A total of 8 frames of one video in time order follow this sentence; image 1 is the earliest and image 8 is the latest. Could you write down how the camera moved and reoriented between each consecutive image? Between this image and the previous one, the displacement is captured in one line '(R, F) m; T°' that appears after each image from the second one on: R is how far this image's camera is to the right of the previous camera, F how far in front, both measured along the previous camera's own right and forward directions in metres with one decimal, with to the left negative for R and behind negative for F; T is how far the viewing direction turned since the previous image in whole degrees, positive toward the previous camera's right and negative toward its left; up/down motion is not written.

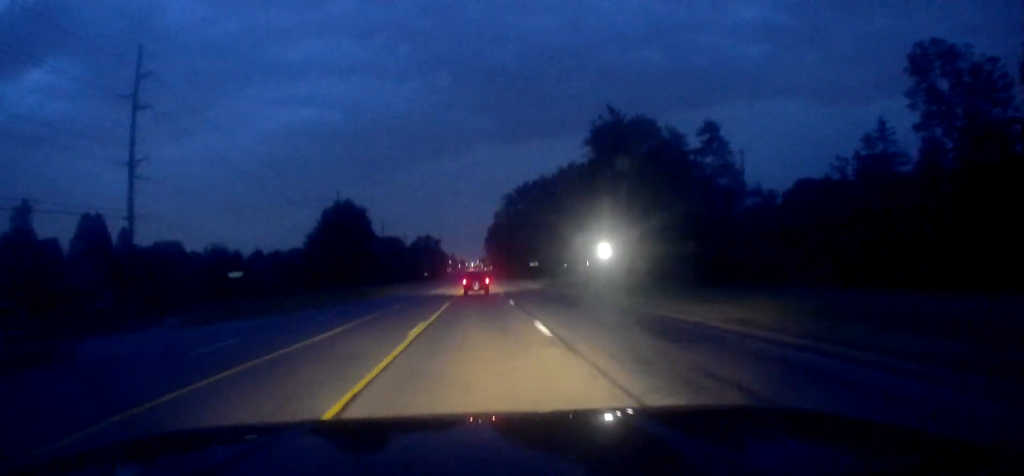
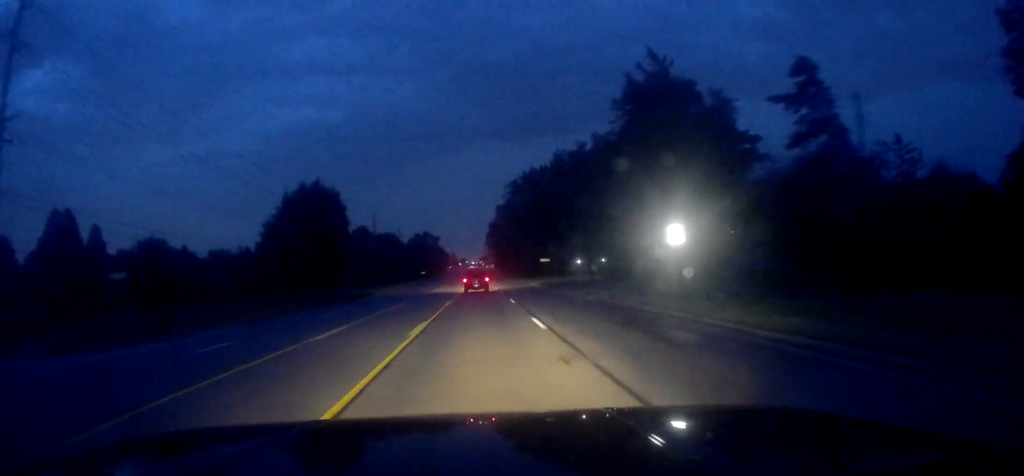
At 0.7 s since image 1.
(+0.1, +14.9) m; -2°
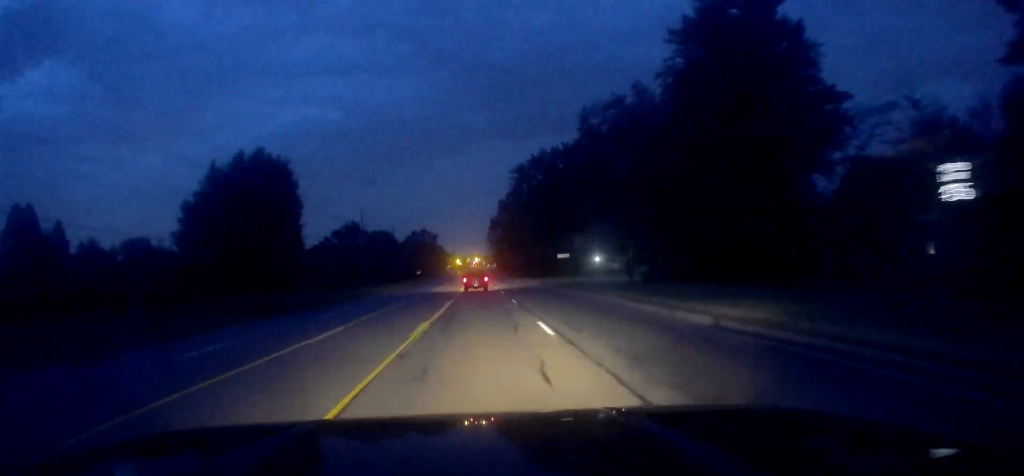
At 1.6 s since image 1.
(-0.7, +16.9) m; 0°
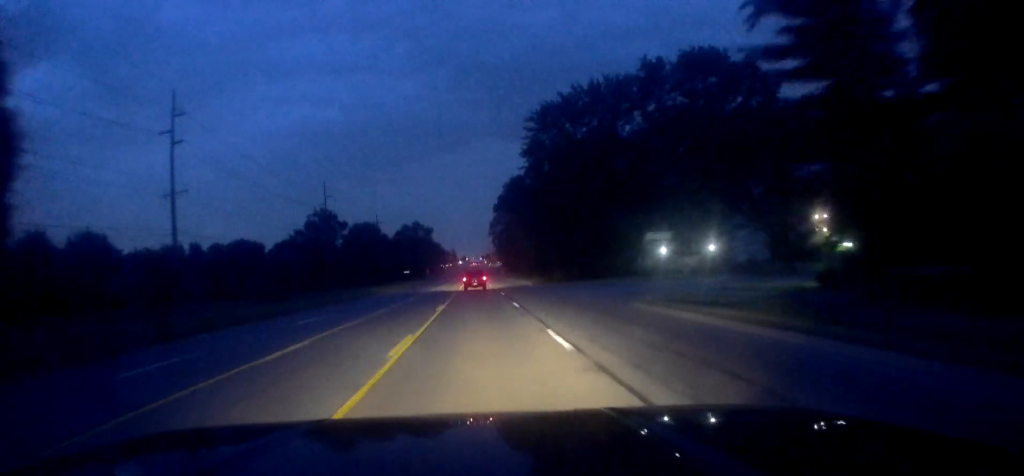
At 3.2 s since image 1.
(+1.0, +32.9) m; +1°
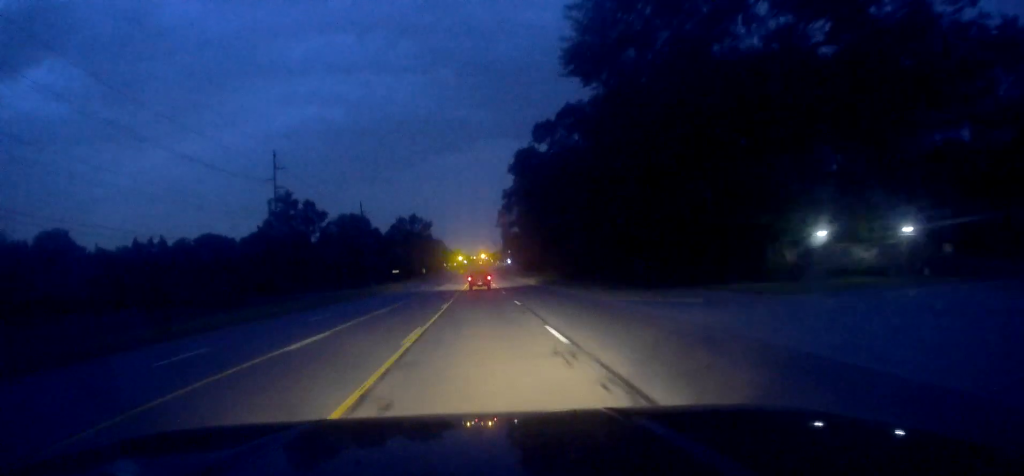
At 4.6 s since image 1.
(-0.8, +27.9) m; -1°
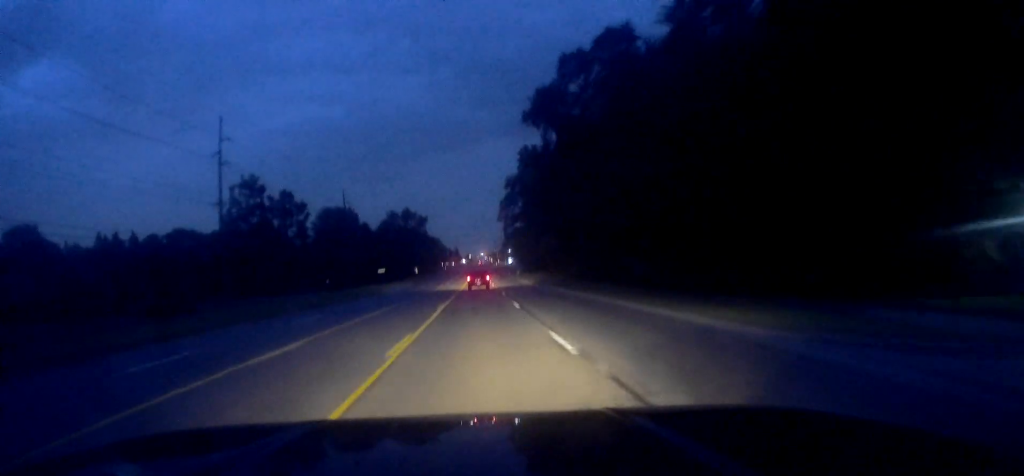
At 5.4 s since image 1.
(+0.3, +16.9) m; +1°
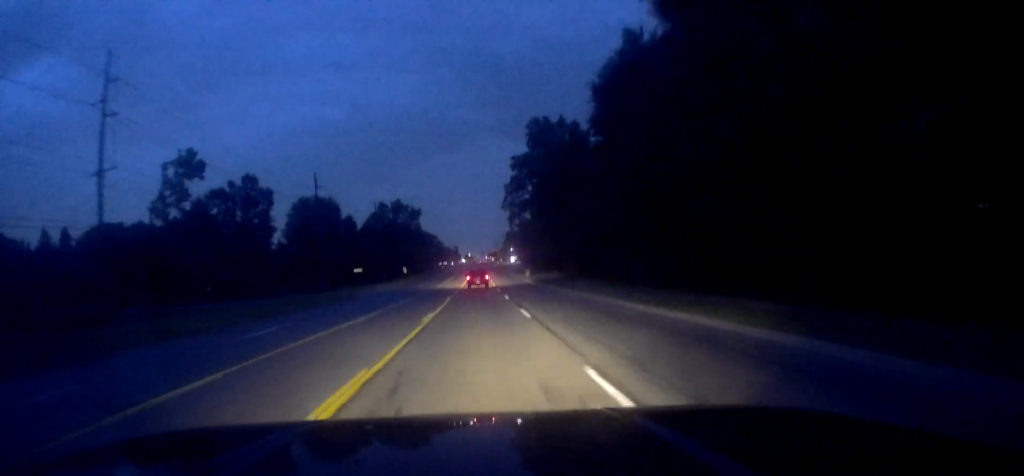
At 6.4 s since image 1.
(+0.1, +21.4) m; 0°
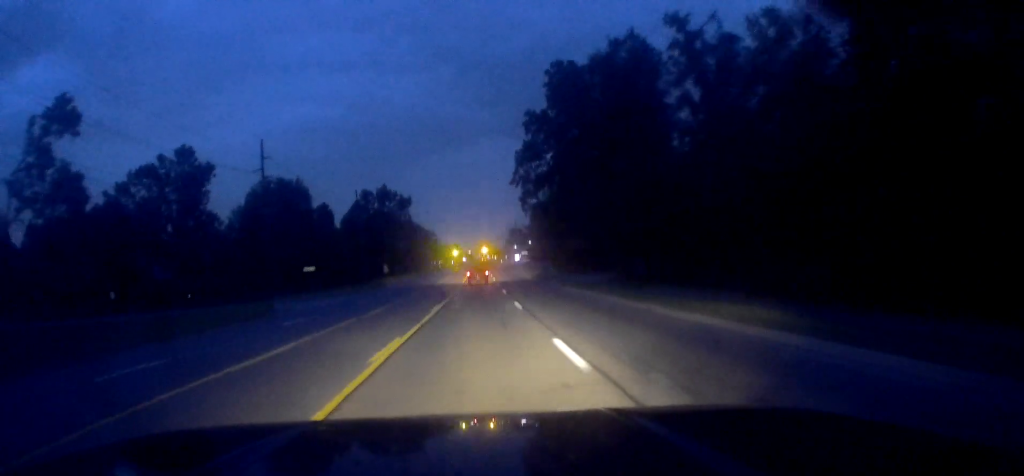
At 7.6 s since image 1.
(+0.2, +25.9) m; +1°
